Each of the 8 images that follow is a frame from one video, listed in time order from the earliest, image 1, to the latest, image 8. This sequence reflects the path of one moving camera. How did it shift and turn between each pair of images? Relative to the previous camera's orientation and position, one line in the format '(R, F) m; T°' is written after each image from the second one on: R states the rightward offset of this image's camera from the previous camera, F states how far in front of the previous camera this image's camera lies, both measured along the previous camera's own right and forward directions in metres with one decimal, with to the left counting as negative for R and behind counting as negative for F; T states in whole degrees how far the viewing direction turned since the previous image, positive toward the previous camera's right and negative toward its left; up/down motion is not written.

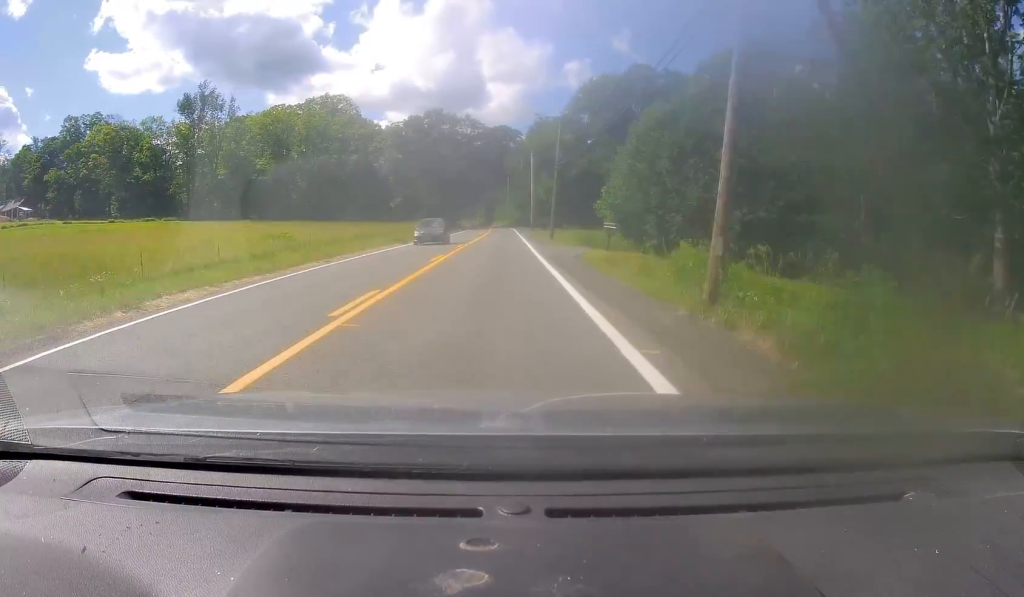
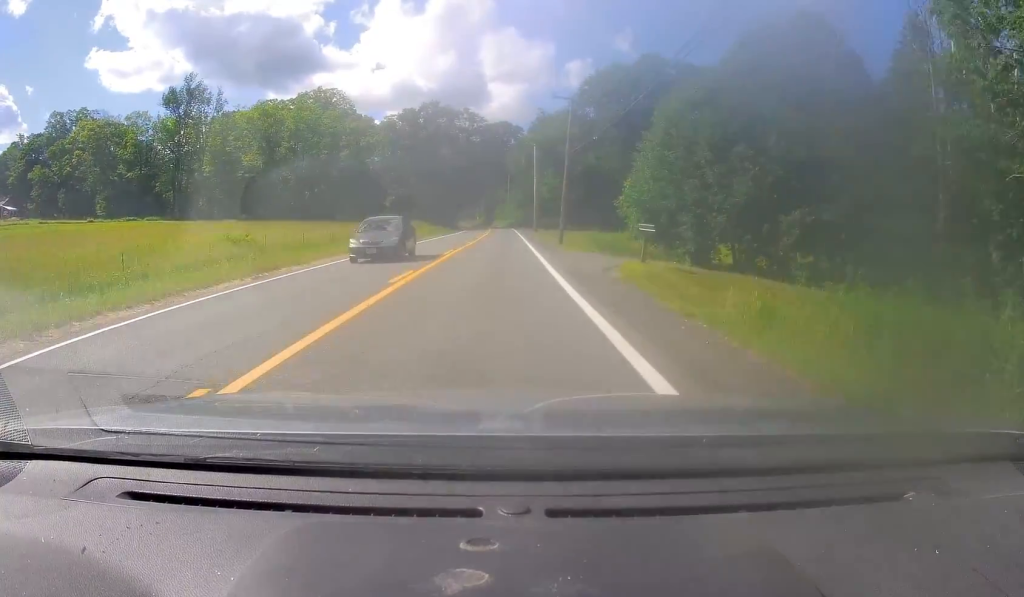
(-0.1, +8.1) m; 0°
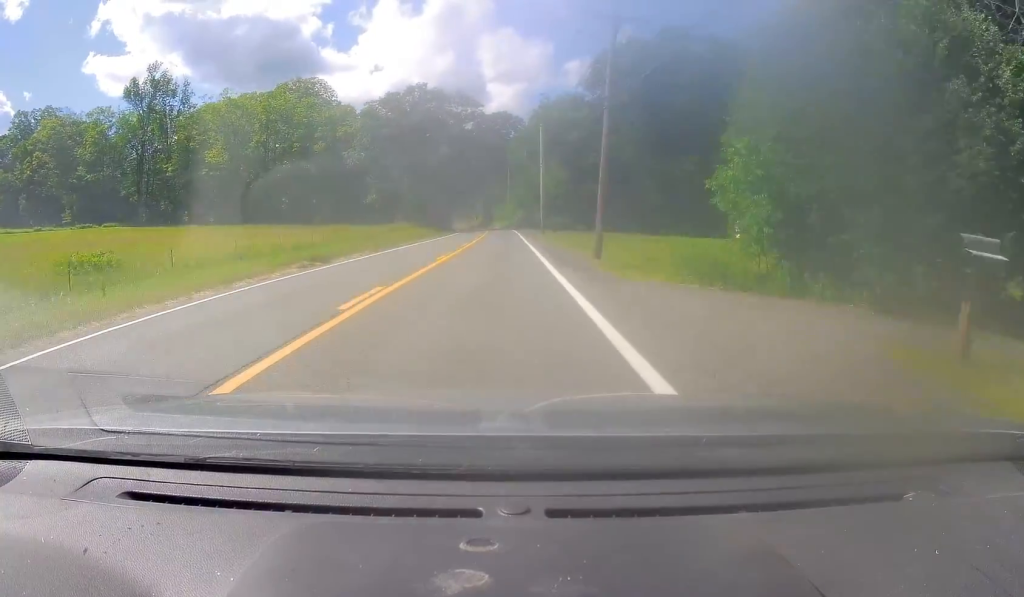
(0.0, +14.9) m; 0°
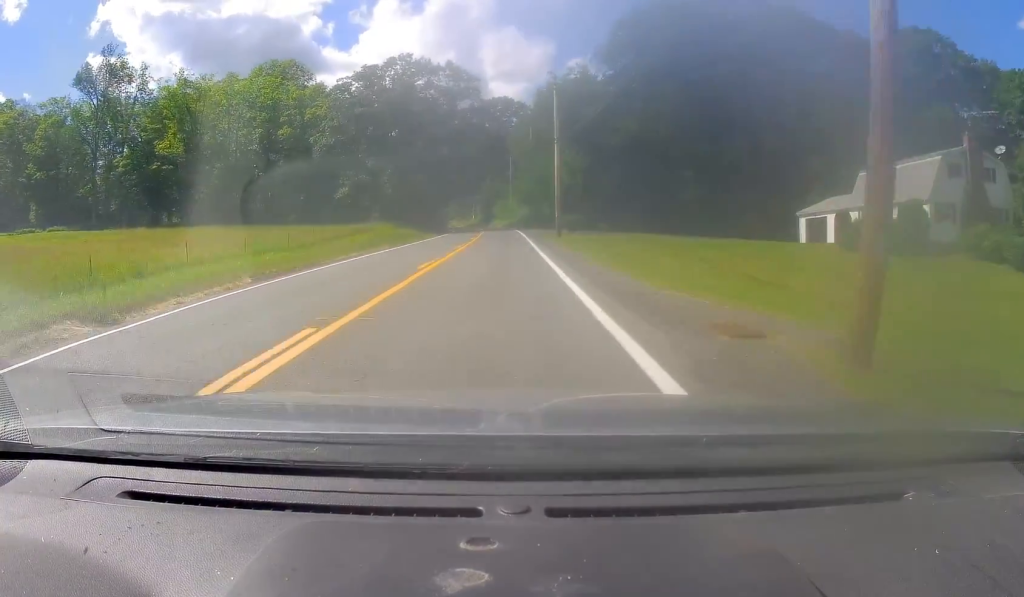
(+0.1, +17.0) m; -1°
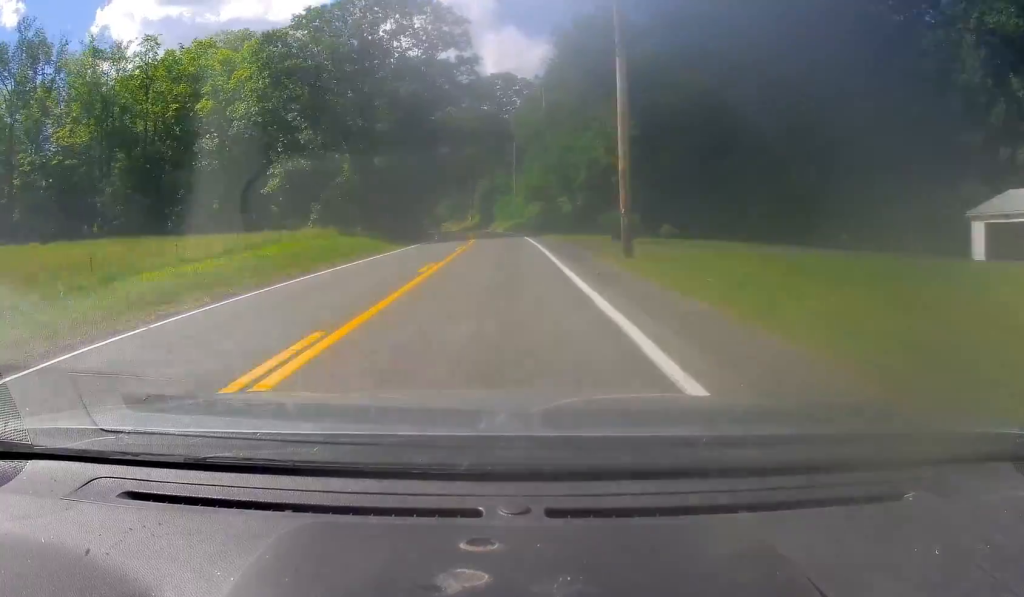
(-0.3, +24.5) m; 0°
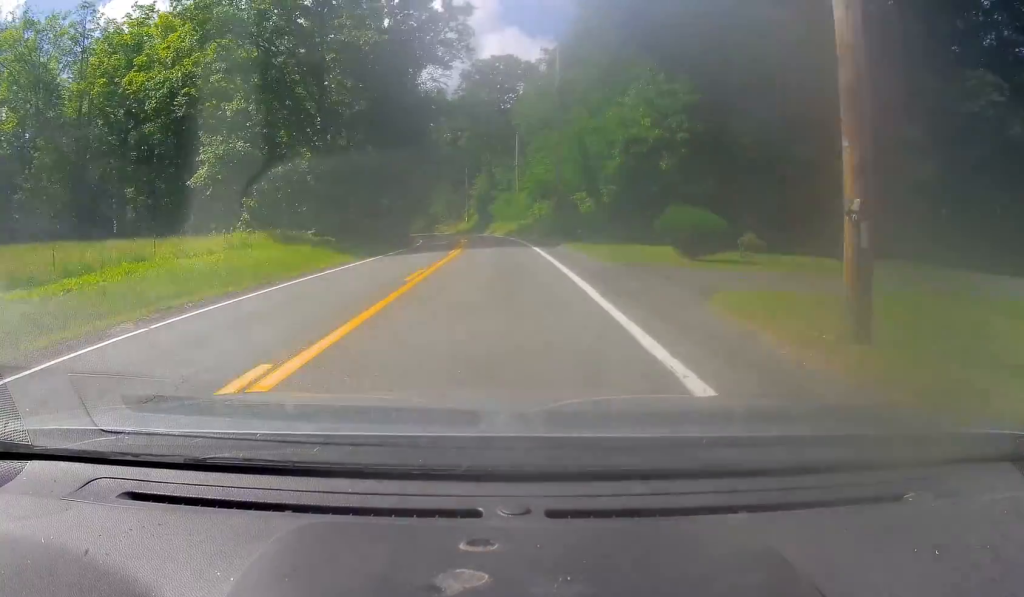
(+0.3, +13.6) m; +1°
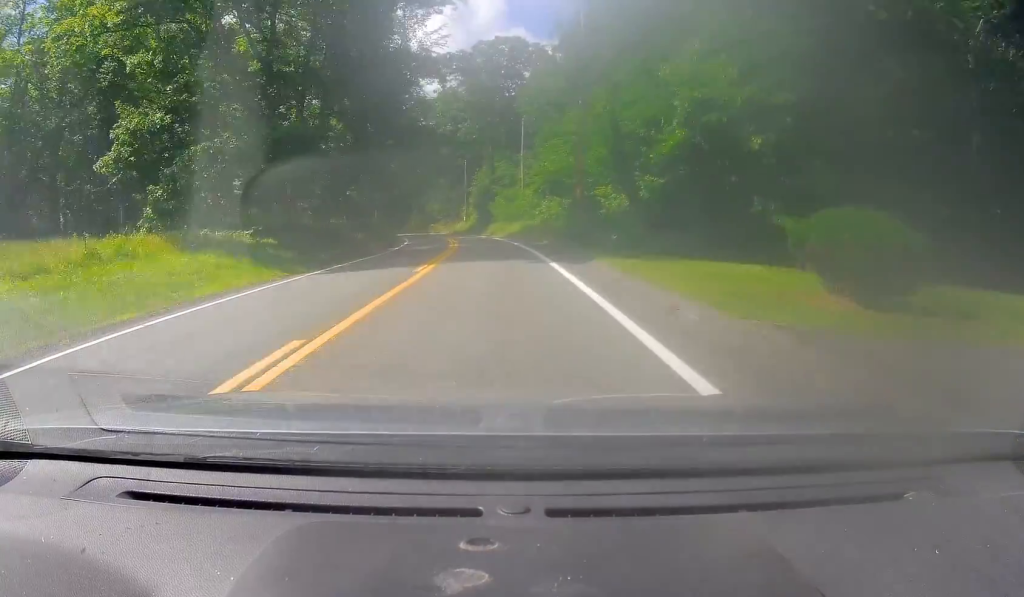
(0.0, +10.9) m; -1°
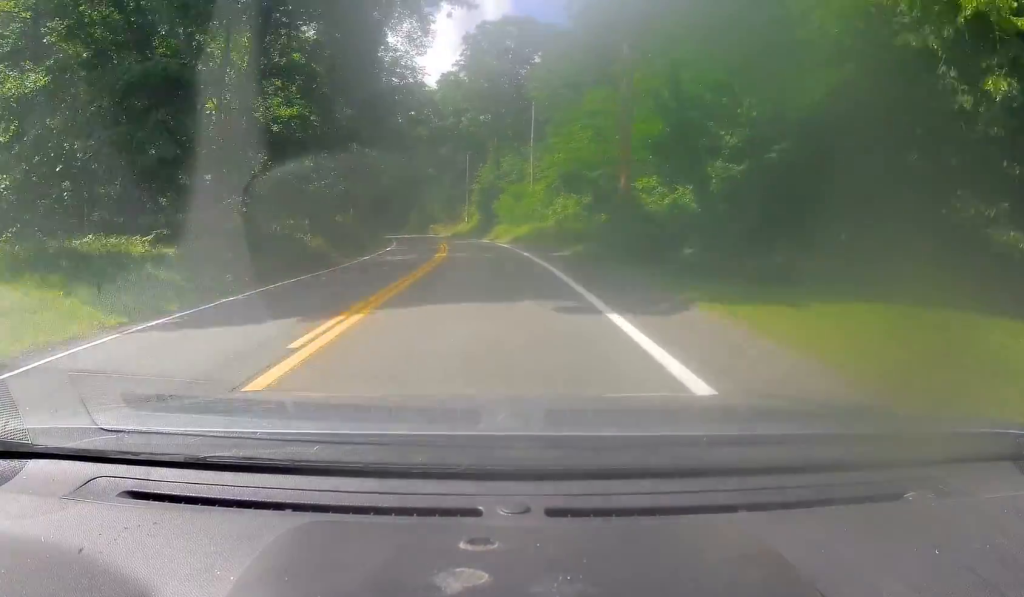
(+0.1, +10.9) m; -1°
